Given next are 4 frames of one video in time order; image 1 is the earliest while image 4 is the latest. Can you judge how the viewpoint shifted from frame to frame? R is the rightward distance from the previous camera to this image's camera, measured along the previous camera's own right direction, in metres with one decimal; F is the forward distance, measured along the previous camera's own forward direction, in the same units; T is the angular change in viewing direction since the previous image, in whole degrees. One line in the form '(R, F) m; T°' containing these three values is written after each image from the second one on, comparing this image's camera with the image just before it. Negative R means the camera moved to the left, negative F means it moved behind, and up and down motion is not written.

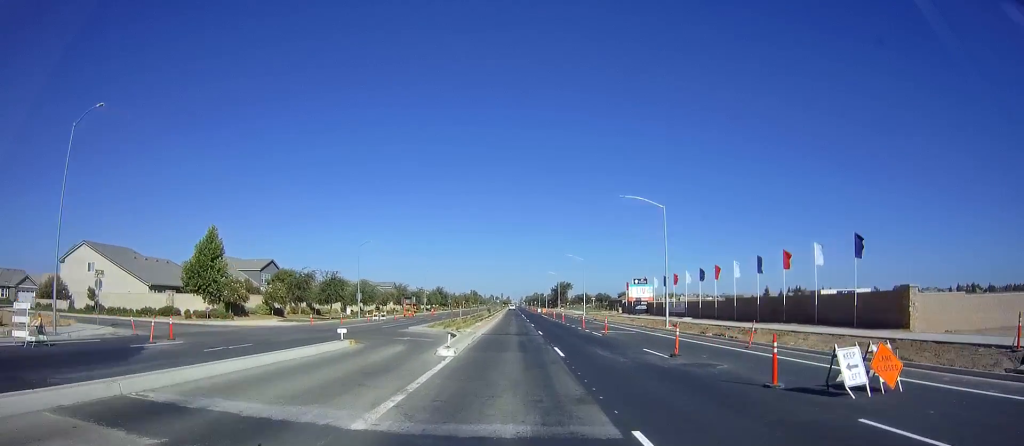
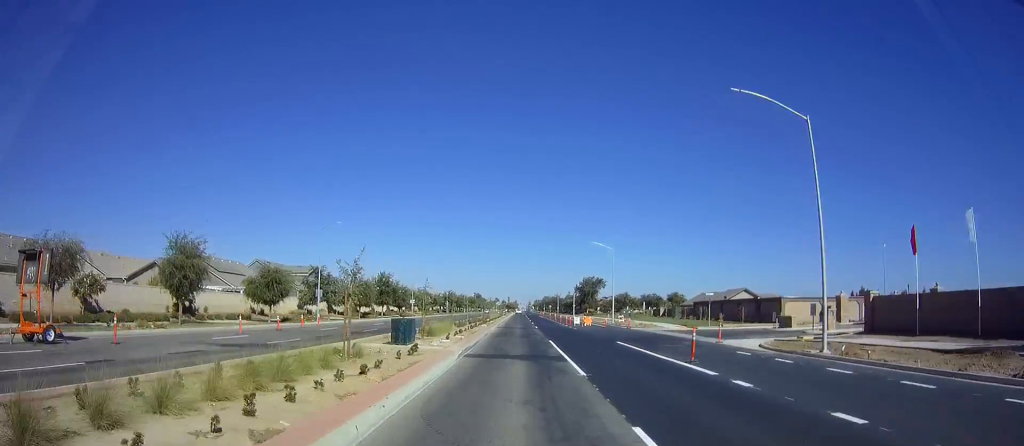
(-0.2, +72.3) m; -1°
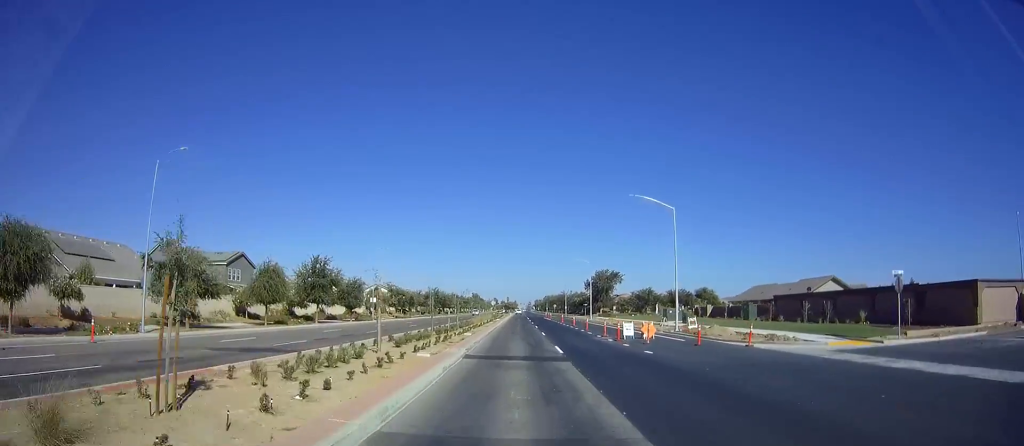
(-0.2, +28.2) m; 0°
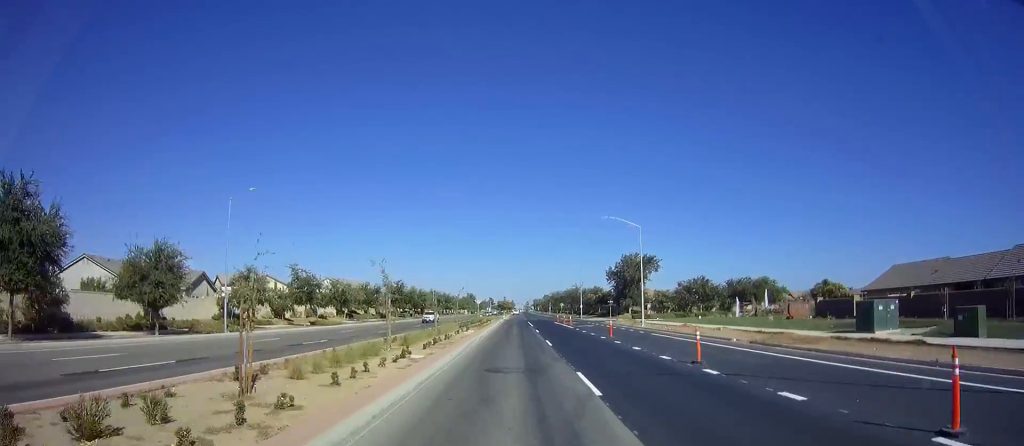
(+0.3, +39.8) m; 0°
